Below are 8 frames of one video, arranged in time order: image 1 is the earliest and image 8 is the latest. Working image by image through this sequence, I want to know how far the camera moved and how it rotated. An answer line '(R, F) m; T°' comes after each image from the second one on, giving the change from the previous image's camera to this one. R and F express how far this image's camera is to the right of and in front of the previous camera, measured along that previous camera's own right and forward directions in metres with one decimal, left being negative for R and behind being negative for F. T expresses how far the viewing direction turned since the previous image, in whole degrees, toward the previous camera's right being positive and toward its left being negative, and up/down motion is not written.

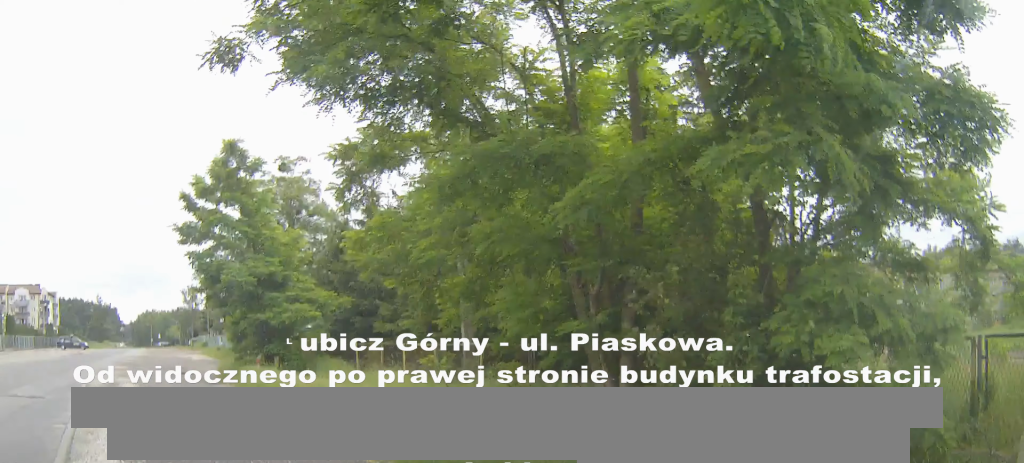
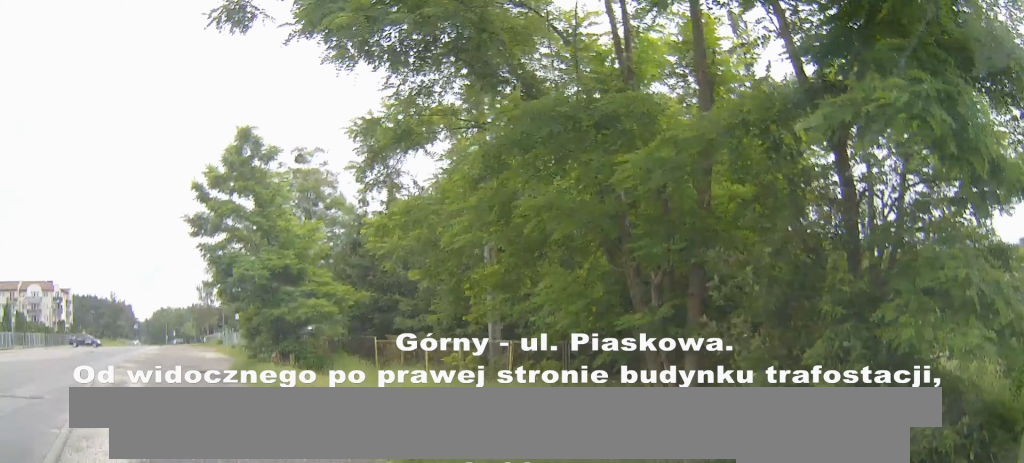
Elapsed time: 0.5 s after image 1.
(0.0, +1.0) m; -2°
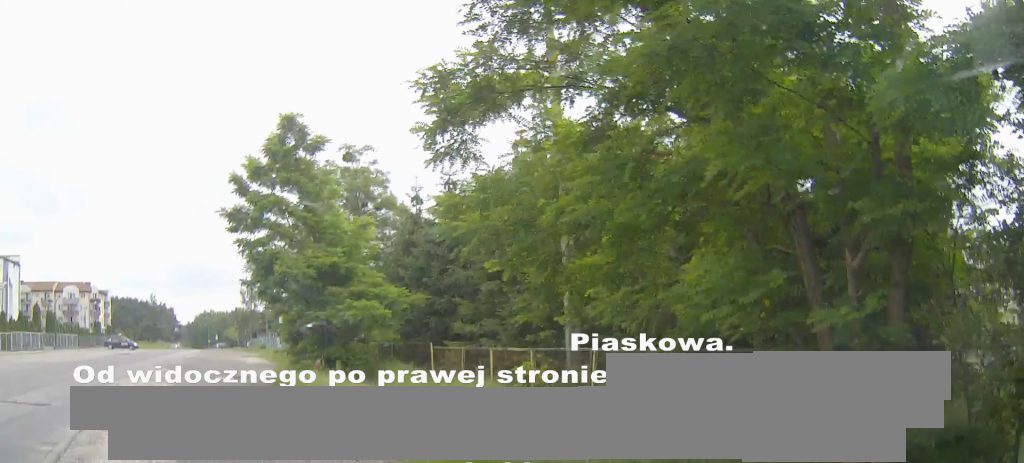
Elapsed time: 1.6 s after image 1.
(-0.1, +1.8) m; -4°
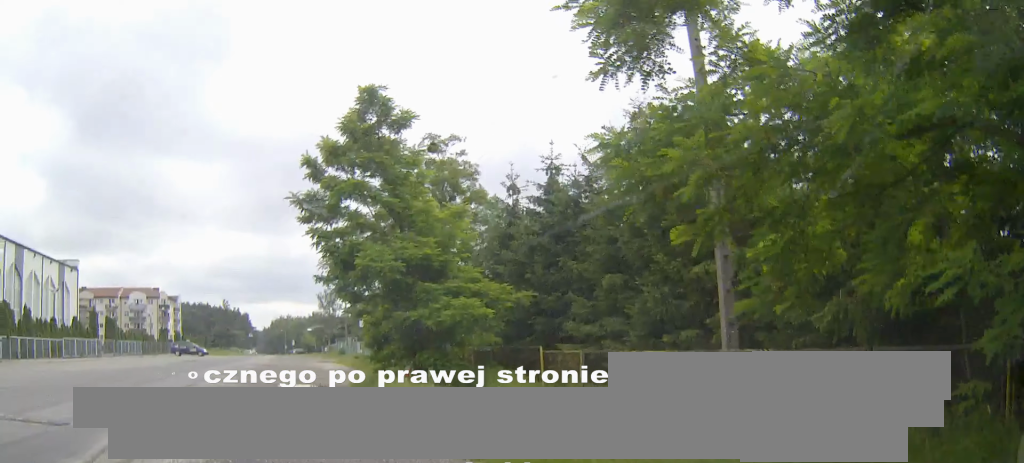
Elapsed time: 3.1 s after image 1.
(-0.2, +2.5) m; -8°
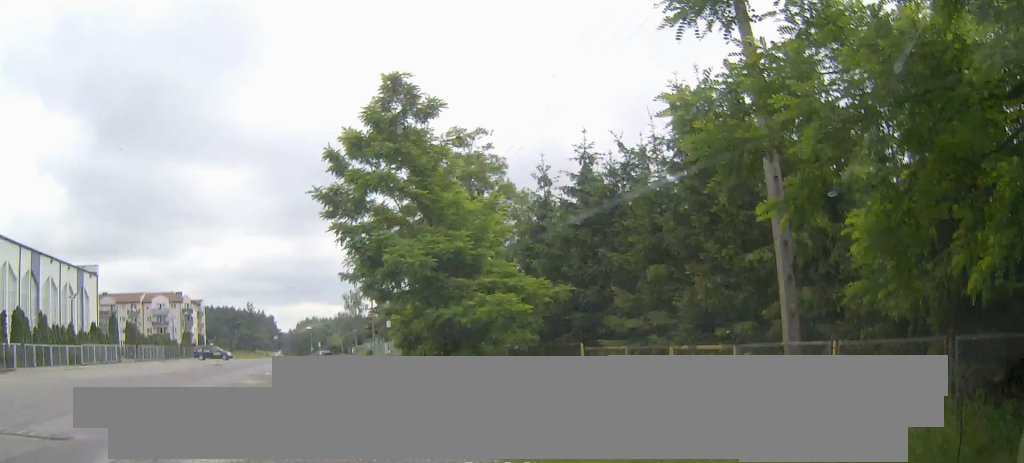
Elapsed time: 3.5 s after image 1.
(0.0, +0.8) m; -2°
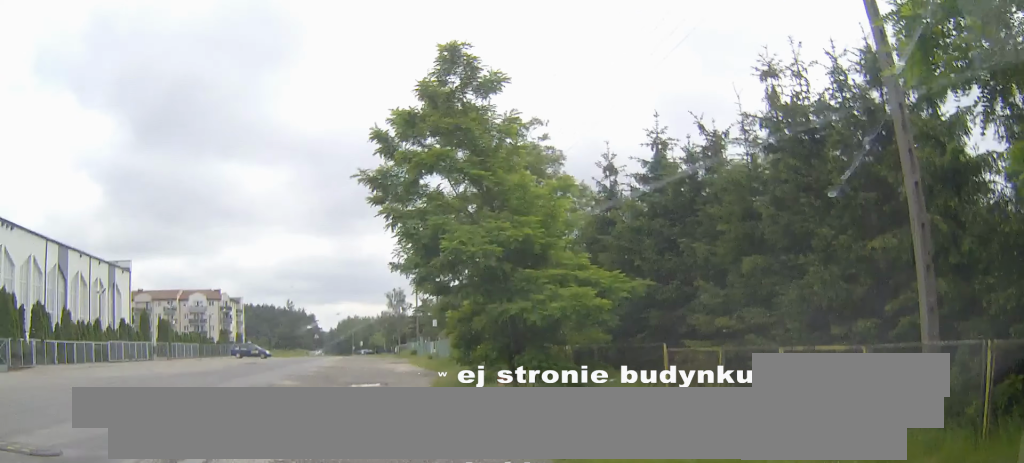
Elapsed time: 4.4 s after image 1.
(0.0, +1.7) m; -1°
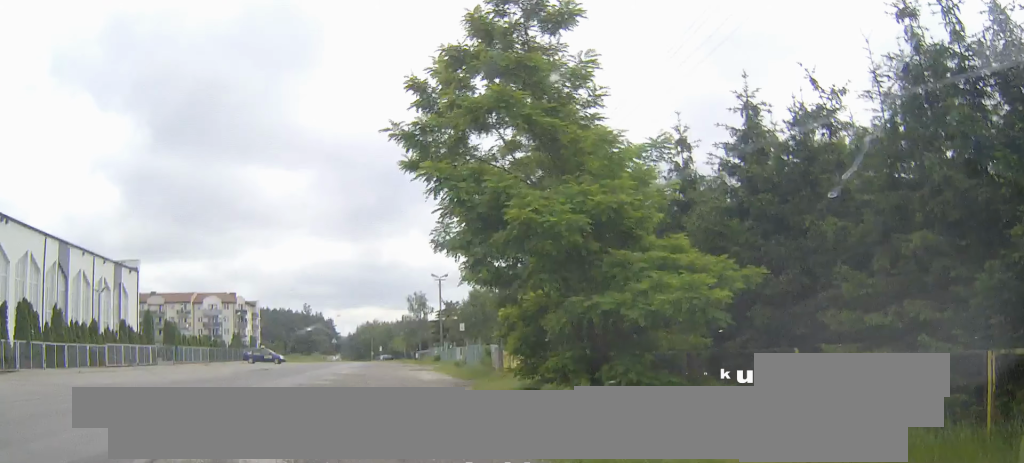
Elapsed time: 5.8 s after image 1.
(0.0, +3.5) m; +2°
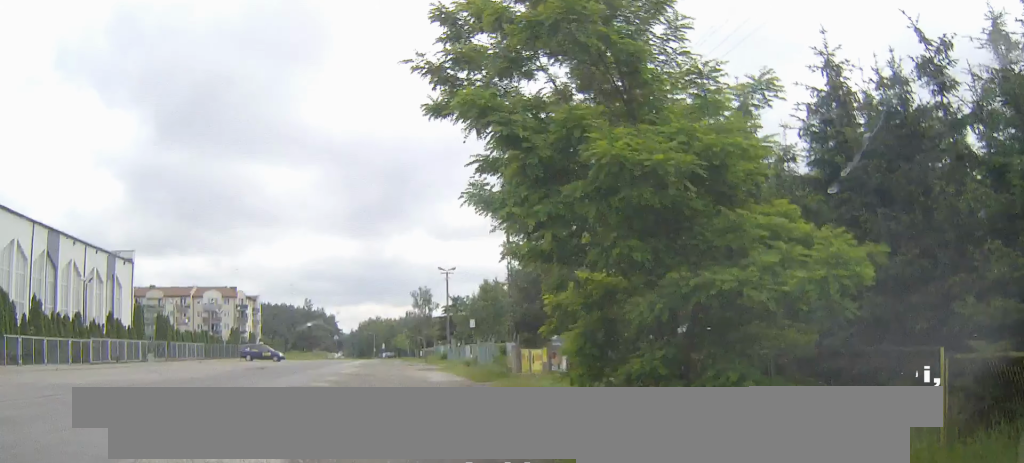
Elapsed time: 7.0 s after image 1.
(+0.1, +3.0) m; -1°
